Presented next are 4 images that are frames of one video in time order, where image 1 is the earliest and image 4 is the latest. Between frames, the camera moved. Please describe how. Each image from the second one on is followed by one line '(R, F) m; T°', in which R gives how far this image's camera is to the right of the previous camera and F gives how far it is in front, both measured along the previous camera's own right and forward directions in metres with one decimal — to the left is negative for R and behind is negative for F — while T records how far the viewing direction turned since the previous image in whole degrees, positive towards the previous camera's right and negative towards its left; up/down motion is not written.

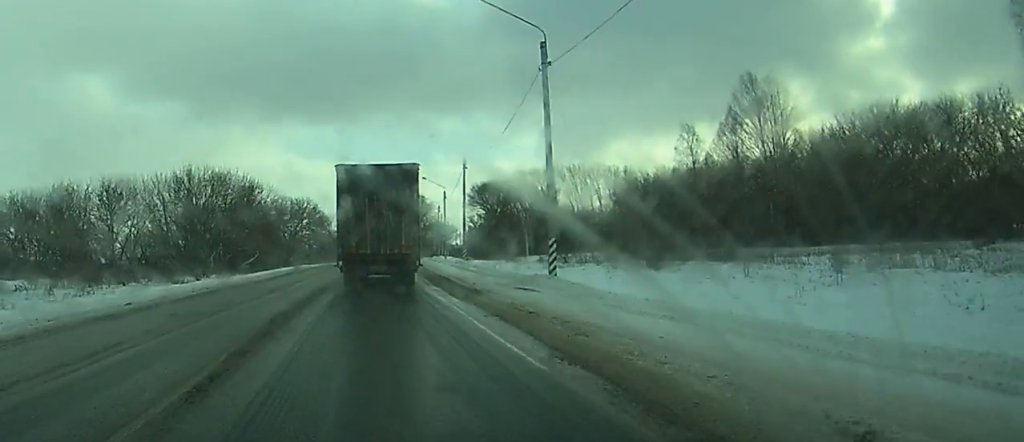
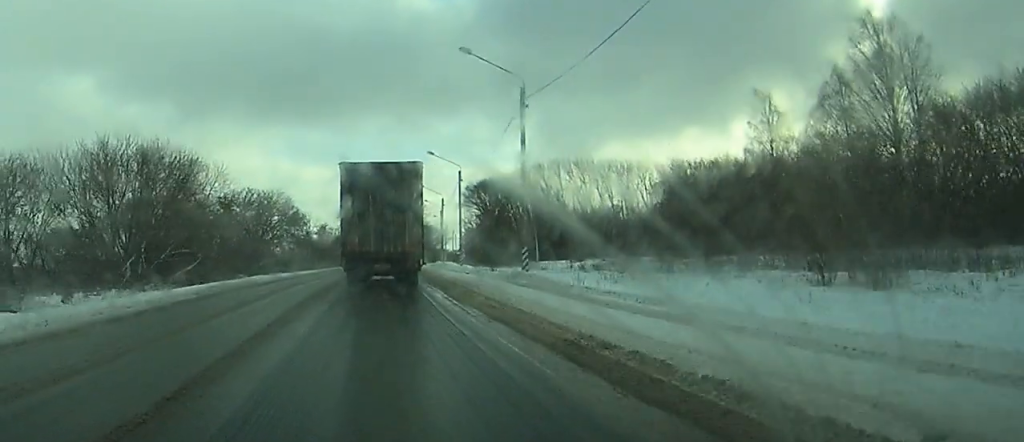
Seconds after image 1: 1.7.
(+0.4, +33.1) m; +1°
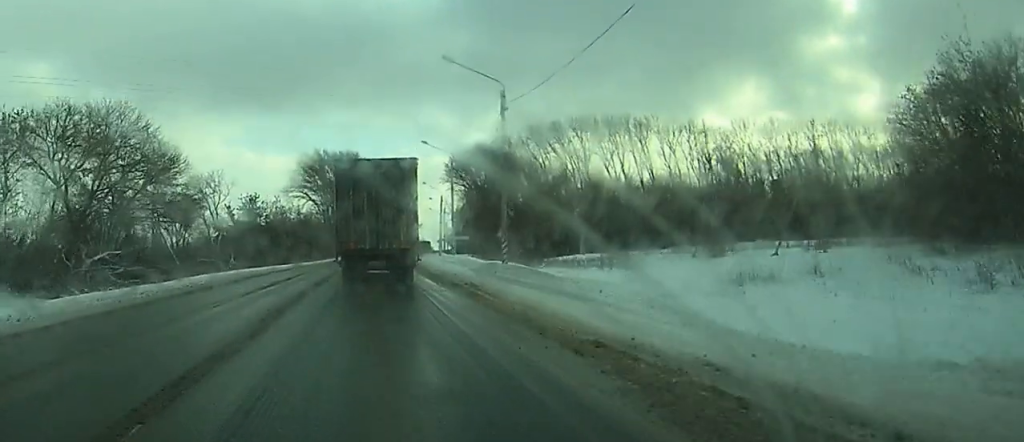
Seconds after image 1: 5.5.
(-4.3, +72.6) m; -5°
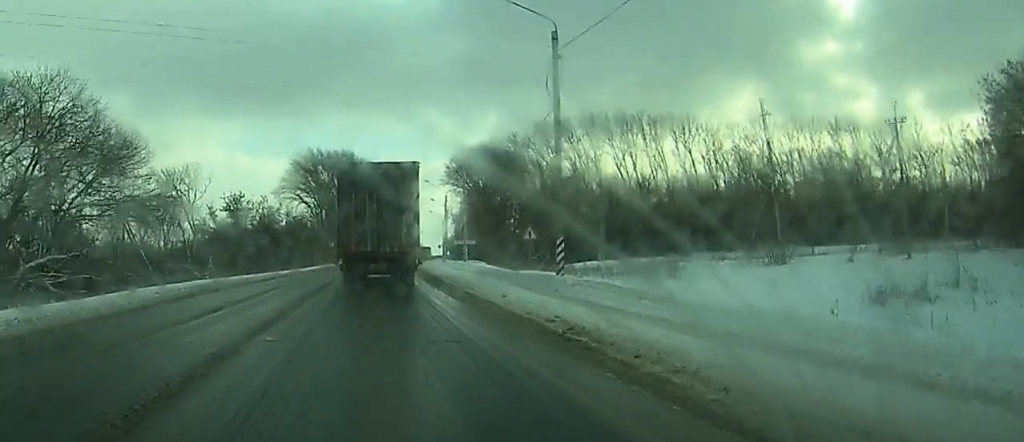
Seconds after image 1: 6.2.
(+0.1, +12.5) m; -1°
